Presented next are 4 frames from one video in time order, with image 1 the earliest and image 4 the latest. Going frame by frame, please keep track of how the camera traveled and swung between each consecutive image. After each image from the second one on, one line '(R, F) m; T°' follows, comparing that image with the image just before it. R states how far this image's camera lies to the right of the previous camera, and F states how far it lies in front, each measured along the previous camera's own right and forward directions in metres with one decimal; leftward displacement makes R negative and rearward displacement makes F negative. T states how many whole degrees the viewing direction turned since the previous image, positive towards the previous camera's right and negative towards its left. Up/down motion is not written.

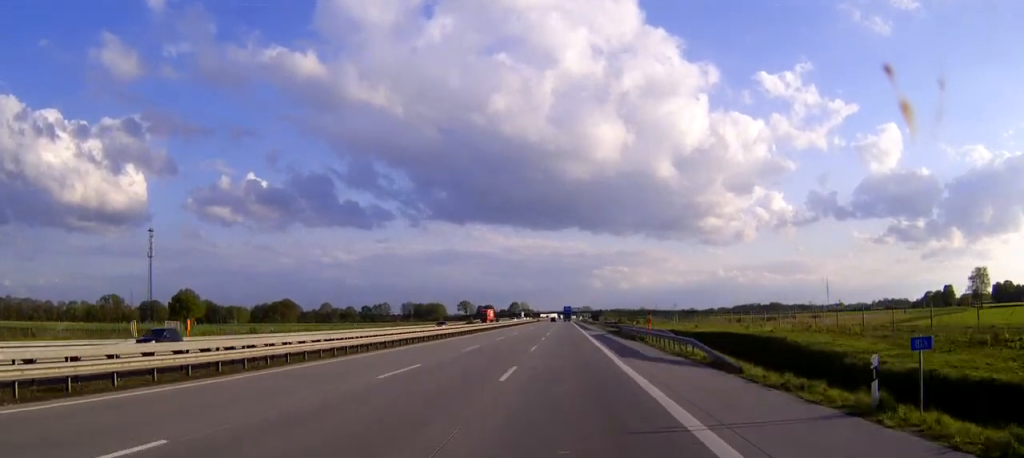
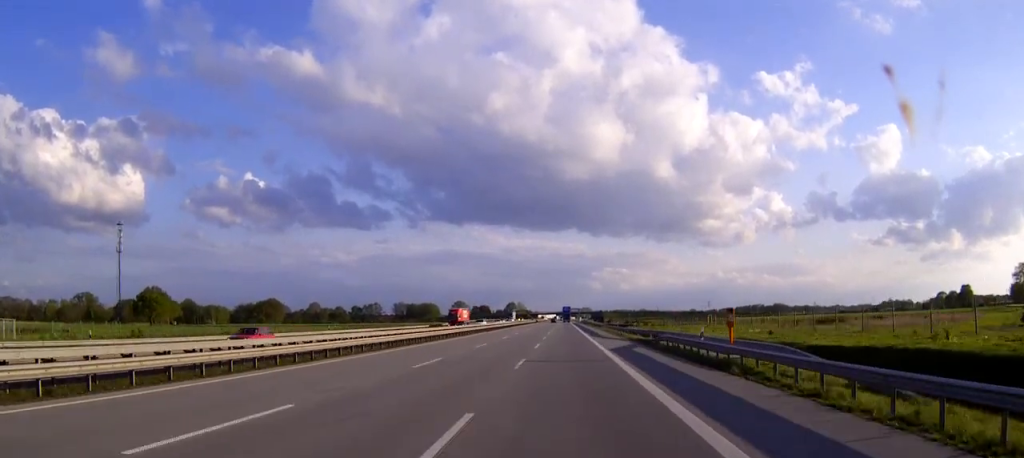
(+0.1, +31.1) m; 0°
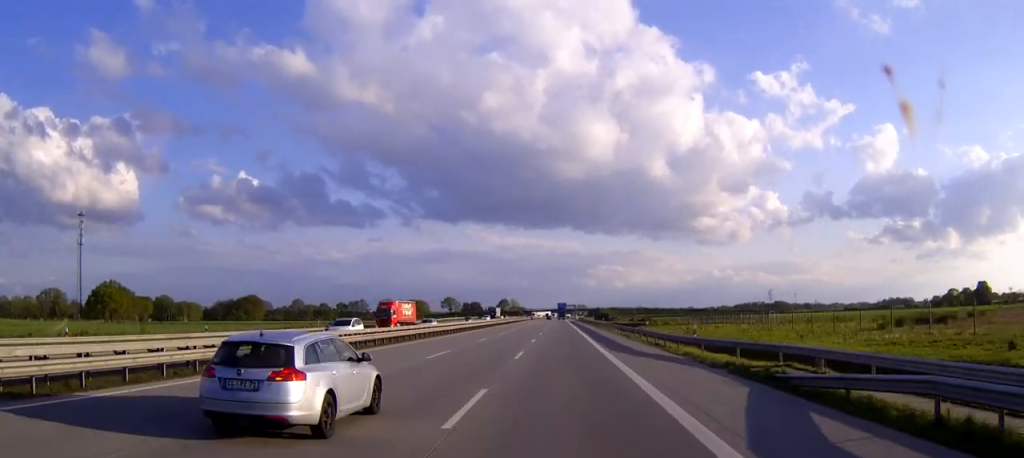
(-0.1, +32.0) m; 0°
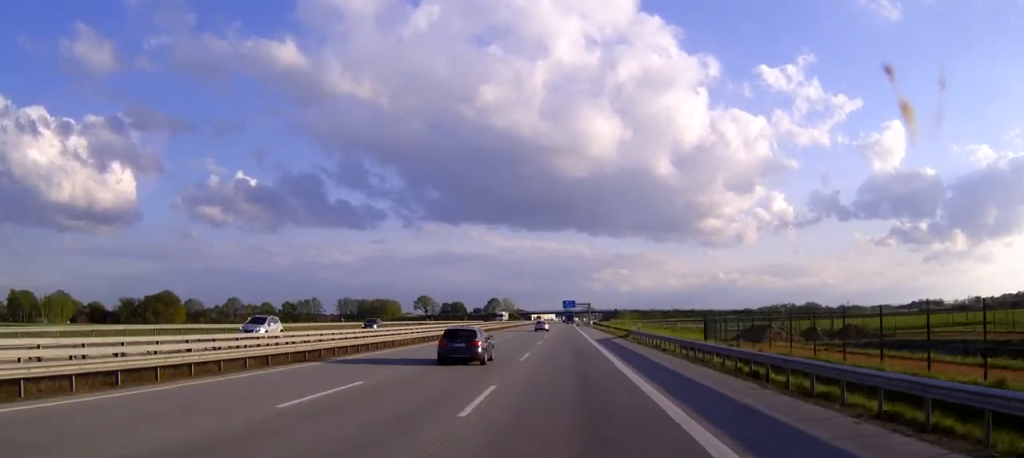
(+0.4, +141.9) m; 0°
